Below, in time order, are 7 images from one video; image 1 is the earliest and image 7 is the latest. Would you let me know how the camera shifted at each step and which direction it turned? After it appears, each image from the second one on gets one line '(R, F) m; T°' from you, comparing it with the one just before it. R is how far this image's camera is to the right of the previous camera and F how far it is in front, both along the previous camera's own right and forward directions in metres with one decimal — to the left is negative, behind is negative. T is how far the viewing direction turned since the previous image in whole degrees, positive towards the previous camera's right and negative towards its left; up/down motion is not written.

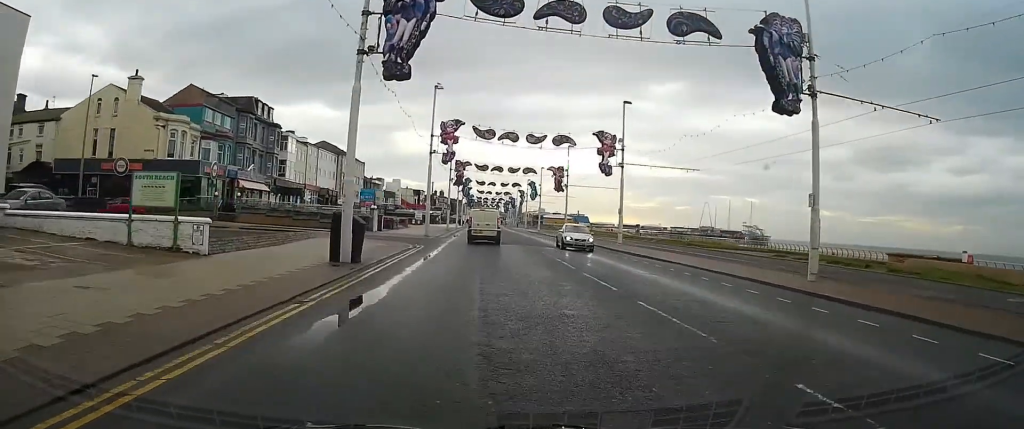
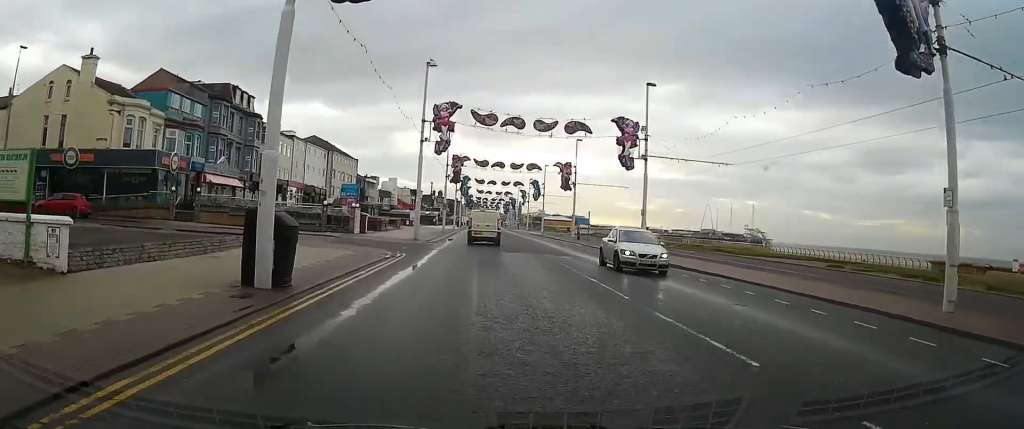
(0.0, +7.1) m; 0°
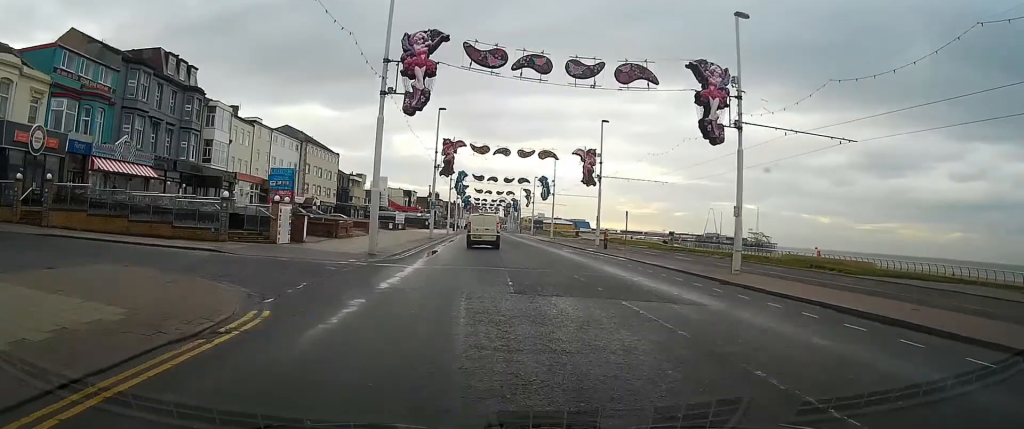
(0.0, +16.0) m; 0°
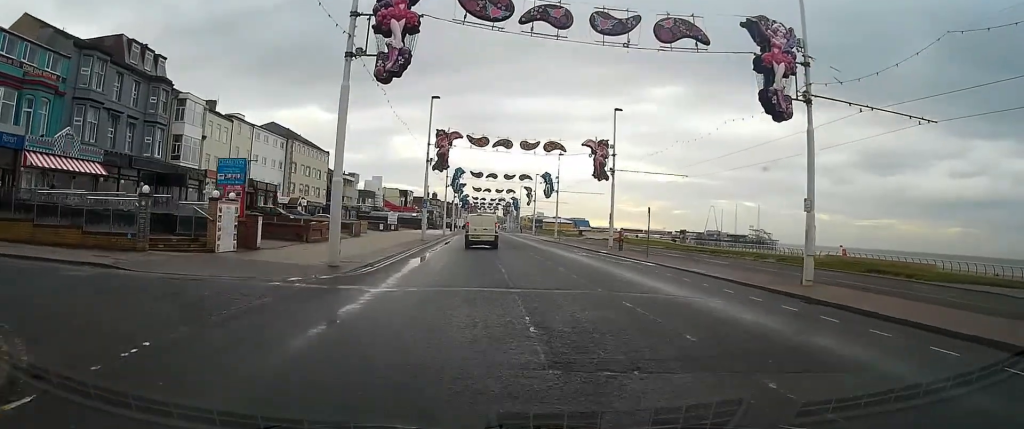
(0.0, +6.3) m; 0°
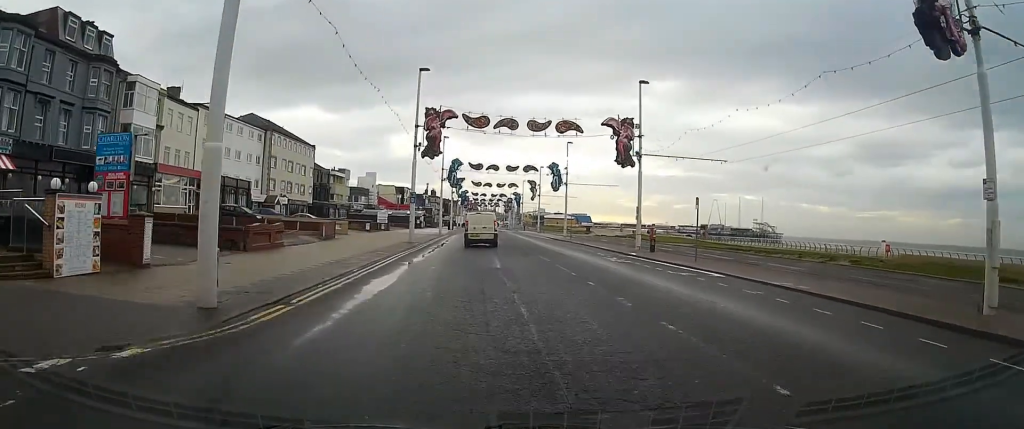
(0.0, +8.8) m; 0°
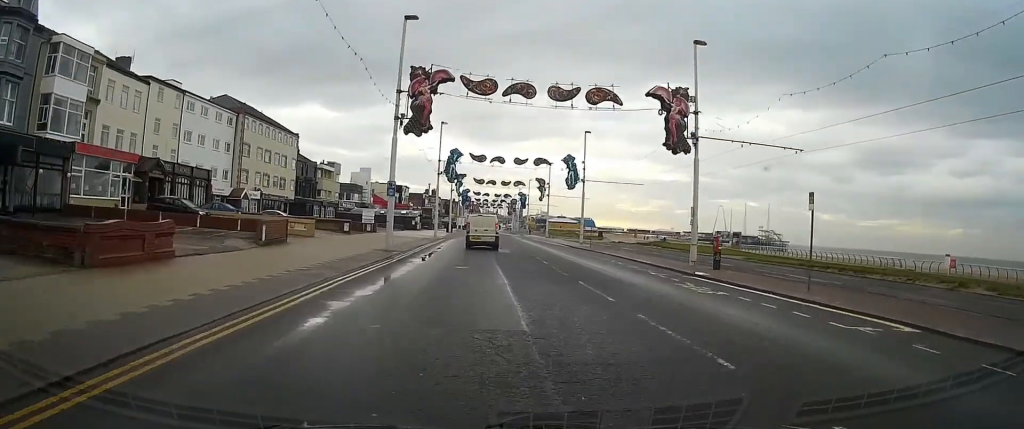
(0.0, +10.7) m; 0°
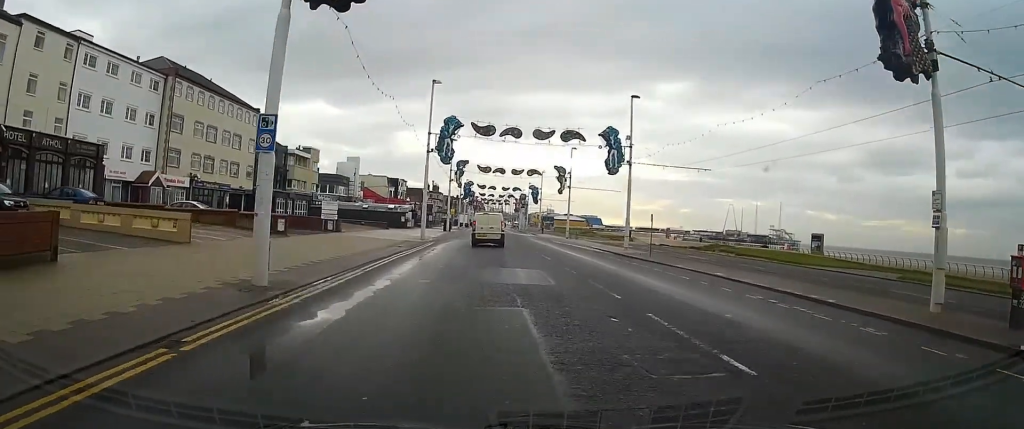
(-0.1, +17.9) m; 0°
